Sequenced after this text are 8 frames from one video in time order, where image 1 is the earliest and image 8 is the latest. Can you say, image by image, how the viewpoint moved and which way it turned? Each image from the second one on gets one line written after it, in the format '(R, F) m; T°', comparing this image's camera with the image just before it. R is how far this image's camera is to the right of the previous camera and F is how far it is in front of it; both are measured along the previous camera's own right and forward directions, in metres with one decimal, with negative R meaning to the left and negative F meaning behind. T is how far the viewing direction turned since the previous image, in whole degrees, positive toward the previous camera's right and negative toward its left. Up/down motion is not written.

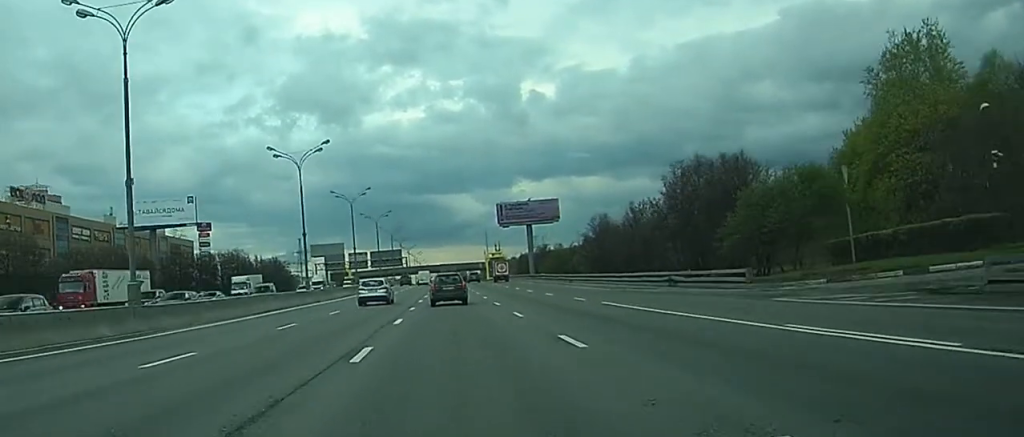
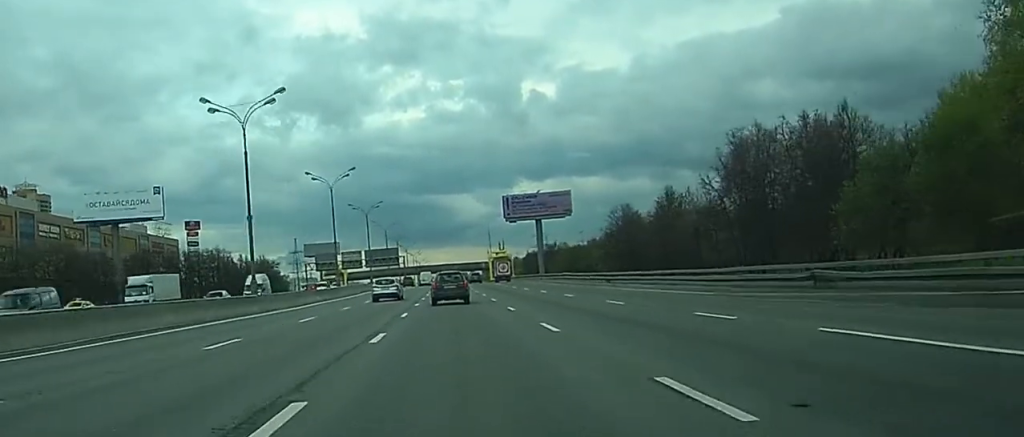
(0.0, +21.9) m; 0°
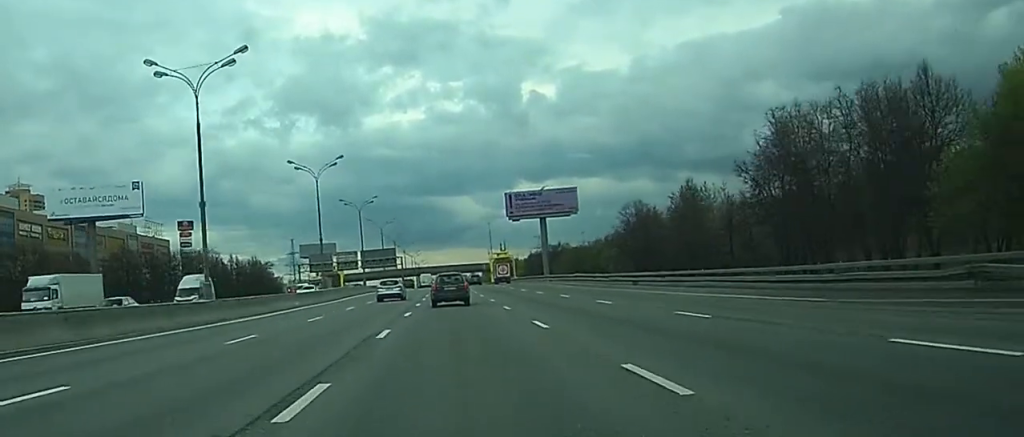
(+0.1, +11.1) m; 0°
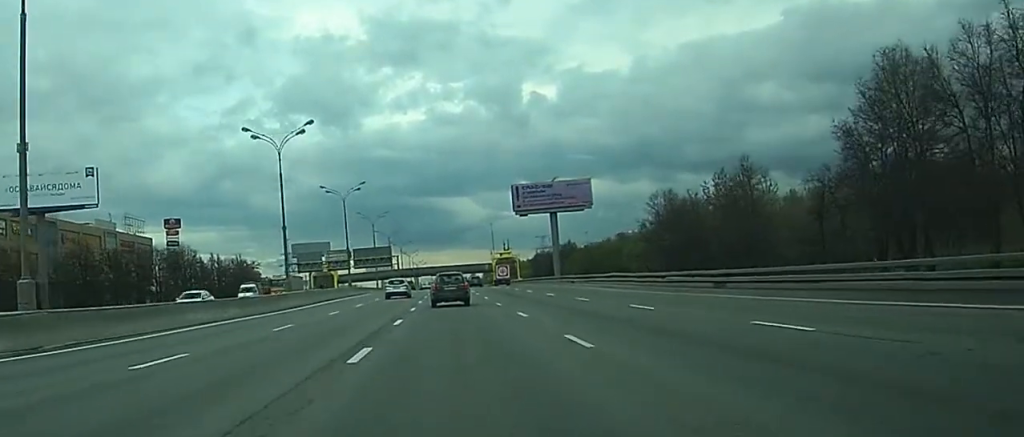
(+0.1, +20.6) m; +1°
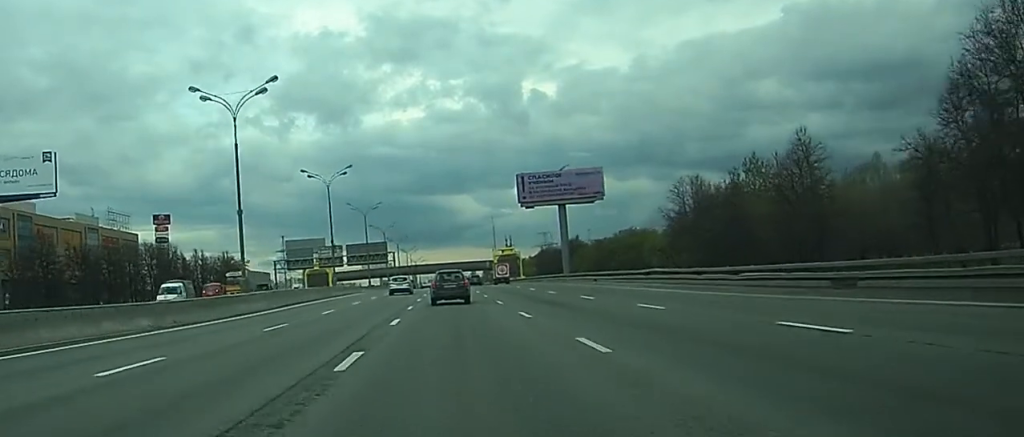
(0.0, +15.2) m; +1°
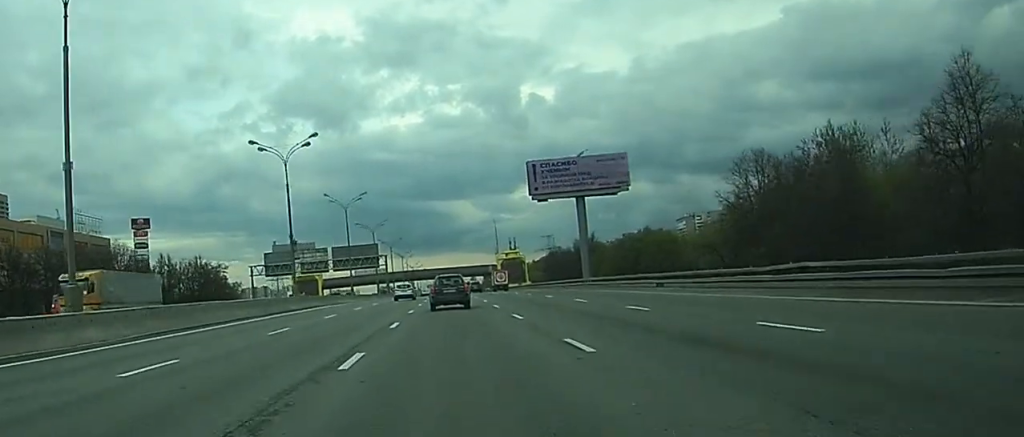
(+0.3, +26.5) m; +1°
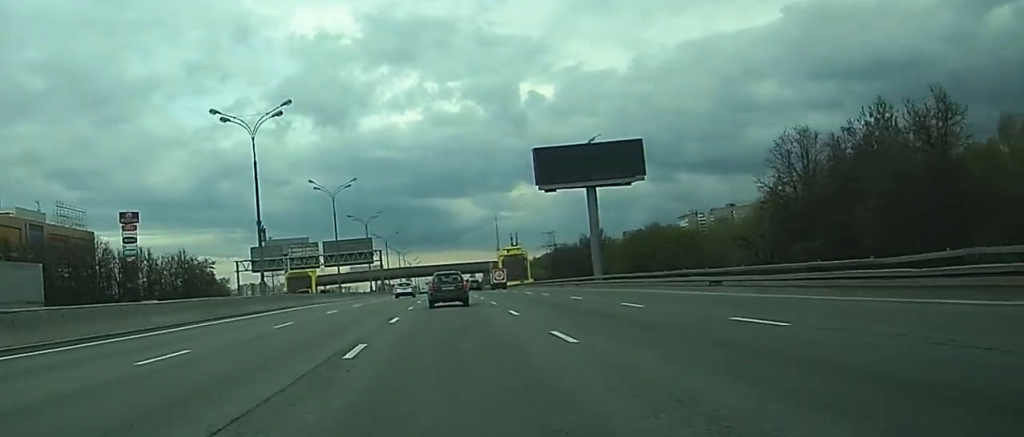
(+0.1, +12.9) m; 0°
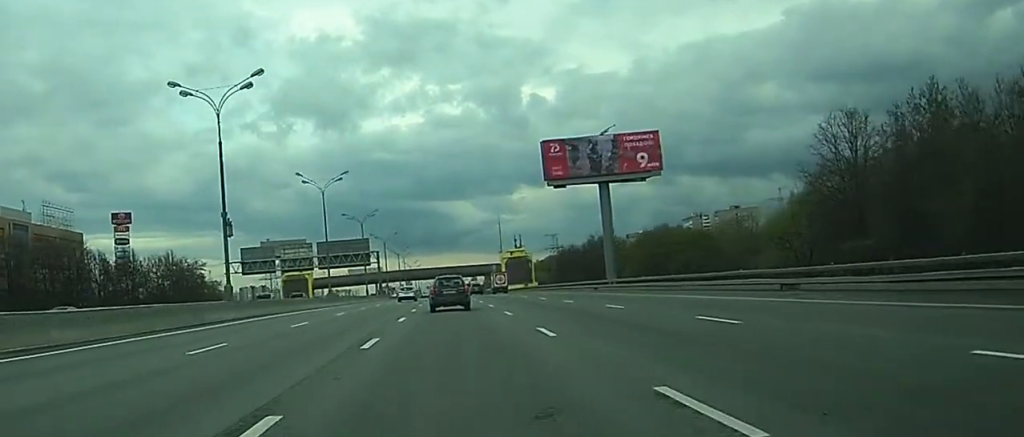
(0.0, +10.5) m; 0°
